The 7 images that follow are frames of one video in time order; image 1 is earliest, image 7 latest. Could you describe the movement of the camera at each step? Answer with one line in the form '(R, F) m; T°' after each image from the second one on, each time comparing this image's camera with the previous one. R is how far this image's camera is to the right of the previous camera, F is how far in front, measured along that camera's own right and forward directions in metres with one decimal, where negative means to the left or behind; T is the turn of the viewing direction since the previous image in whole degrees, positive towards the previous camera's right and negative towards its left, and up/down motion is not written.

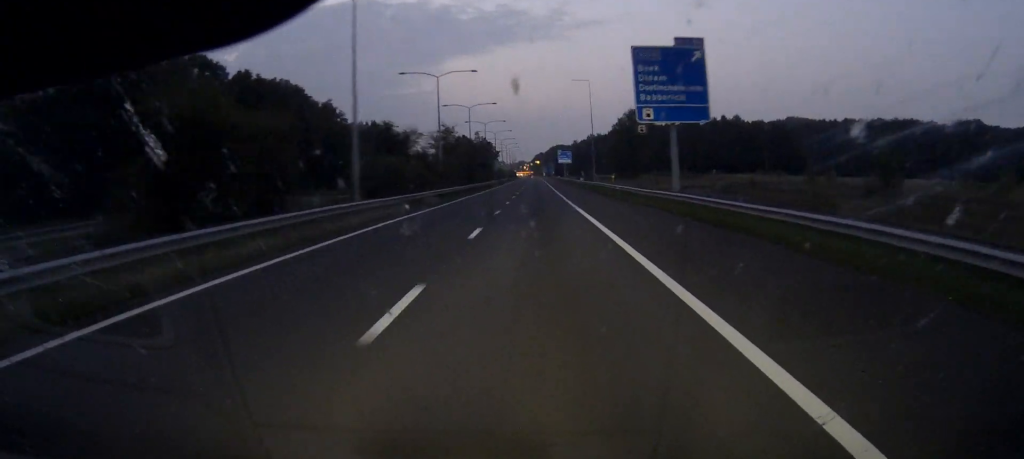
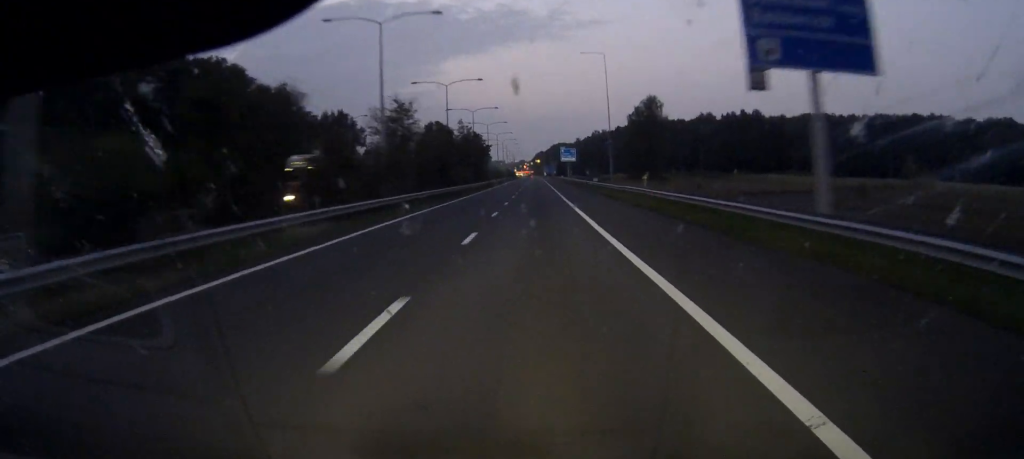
(0.0, +24.0) m; 0°
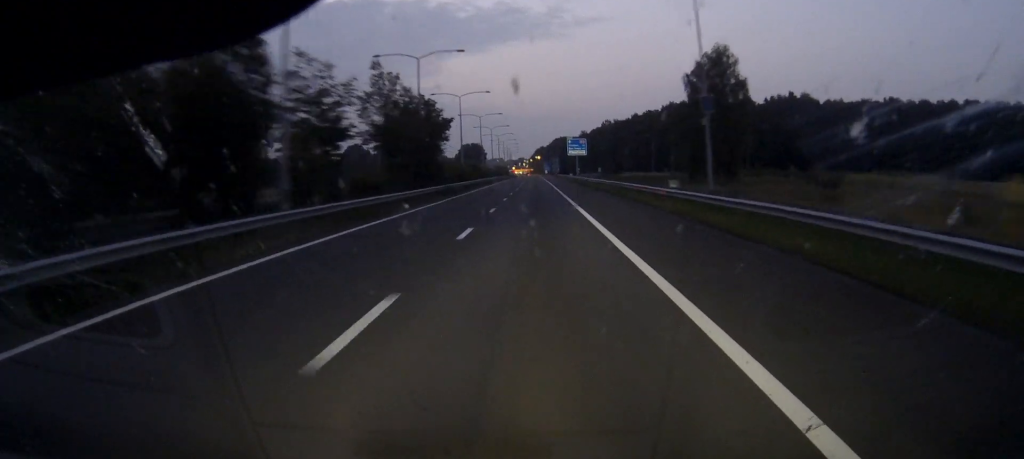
(0.0, +46.3) m; 0°
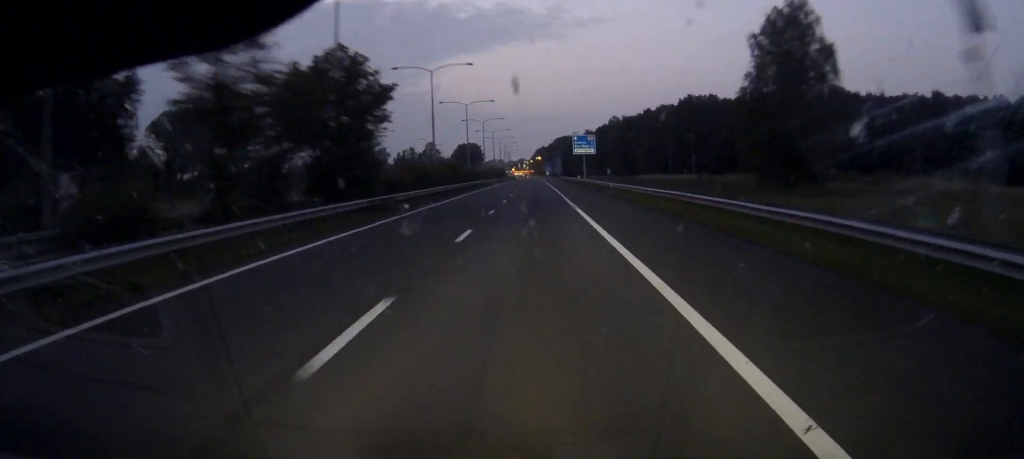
(0.0, +23.2) m; 0°
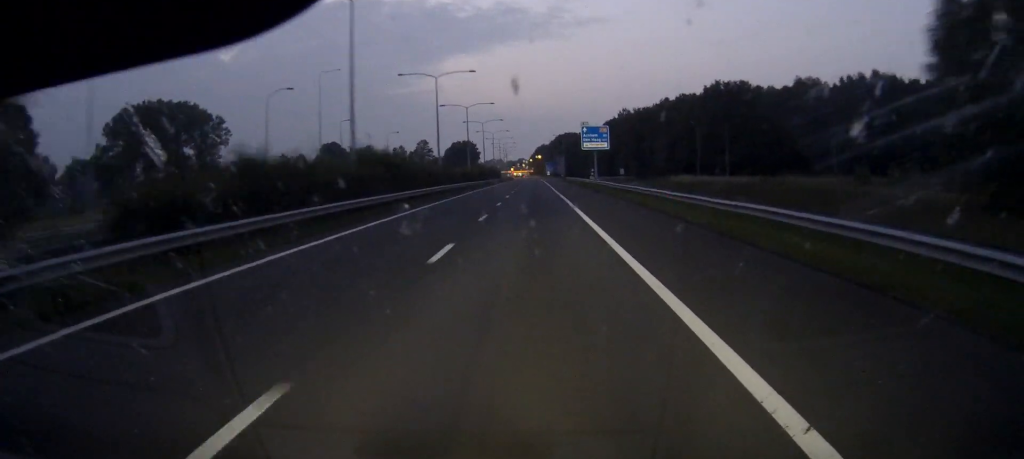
(0.0, +27.1) m; 0°
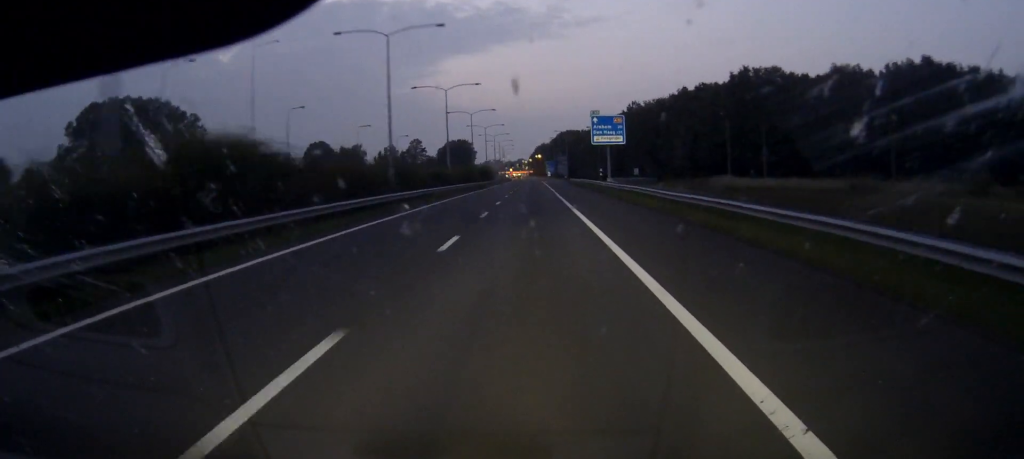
(0.0, +21.1) m; 0°
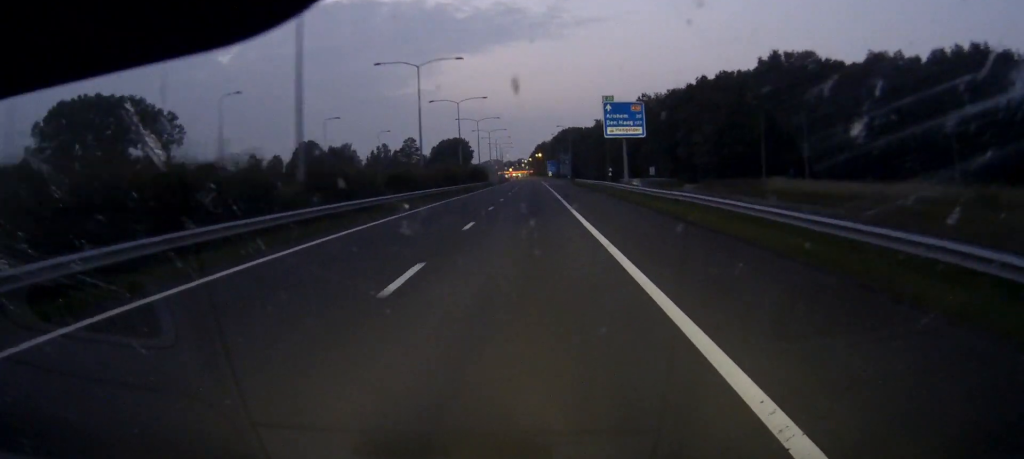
(0.0, +17.0) m; 0°
